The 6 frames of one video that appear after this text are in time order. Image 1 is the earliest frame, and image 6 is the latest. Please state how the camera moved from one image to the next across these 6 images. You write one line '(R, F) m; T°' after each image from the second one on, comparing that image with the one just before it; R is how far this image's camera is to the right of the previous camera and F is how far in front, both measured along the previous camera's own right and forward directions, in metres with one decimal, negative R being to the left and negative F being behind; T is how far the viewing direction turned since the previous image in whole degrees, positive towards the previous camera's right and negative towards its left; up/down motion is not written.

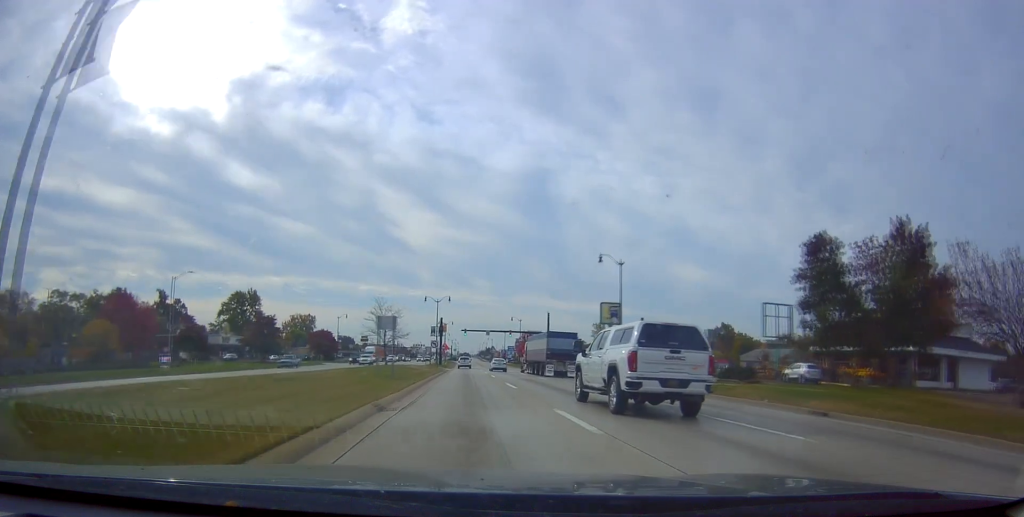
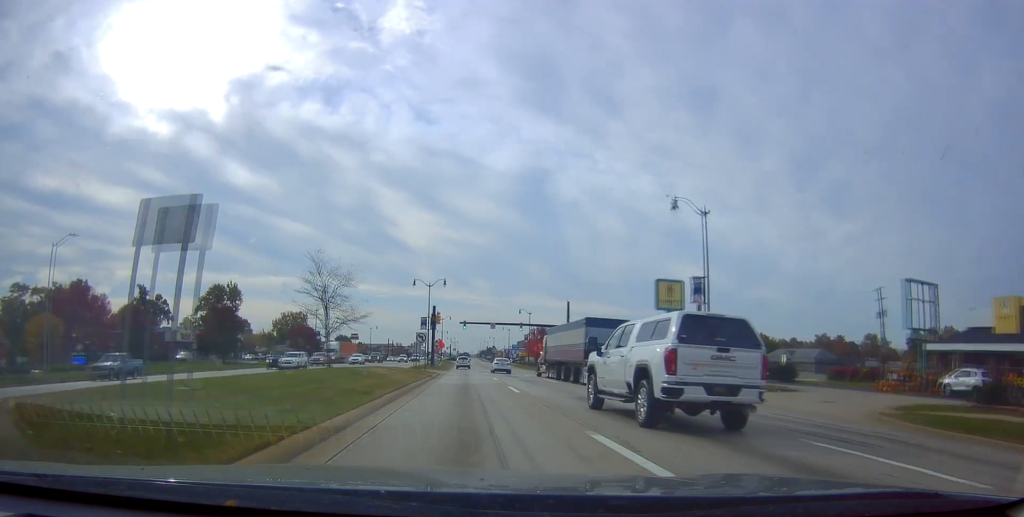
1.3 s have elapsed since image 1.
(-0.8, +19.8) m; -1°
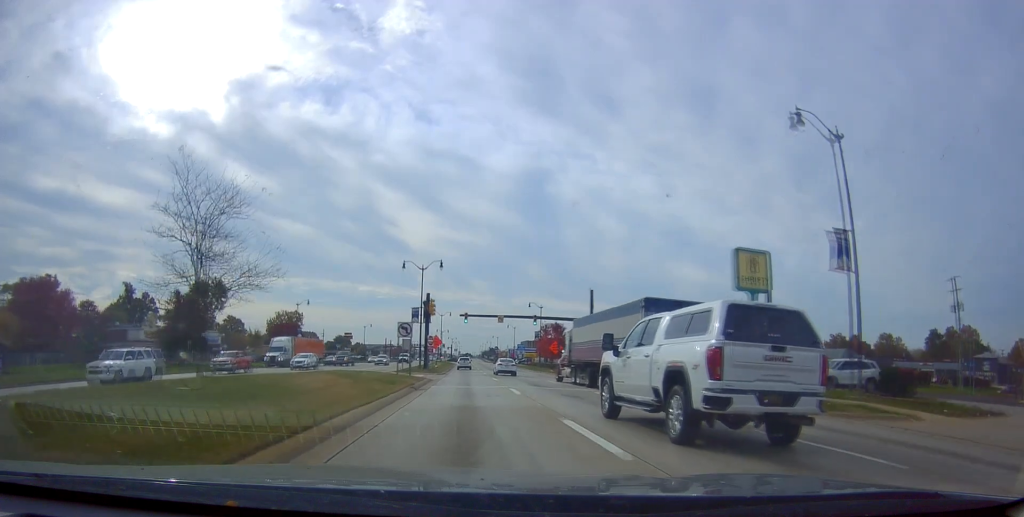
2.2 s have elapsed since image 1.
(+0.7, +14.1) m; +3°
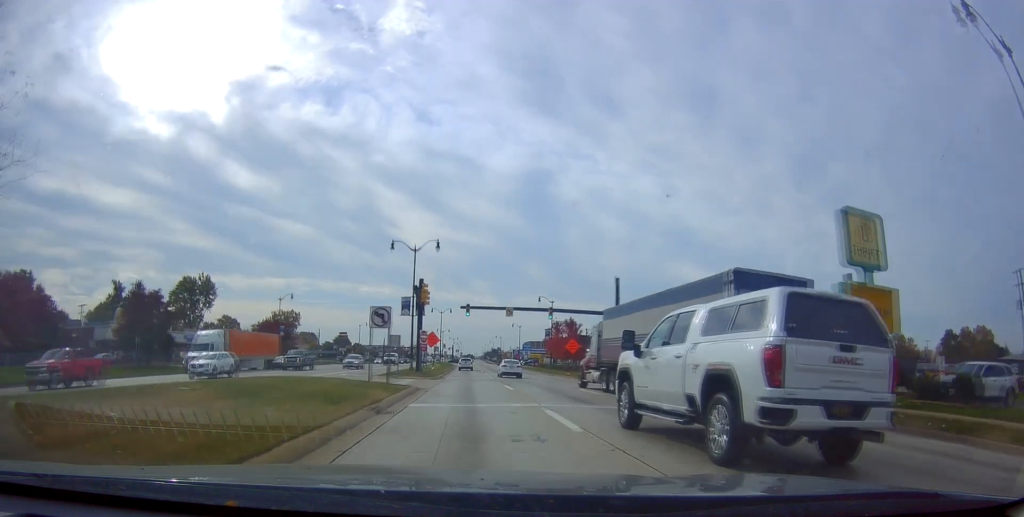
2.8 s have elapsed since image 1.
(0.0, +10.5) m; -1°
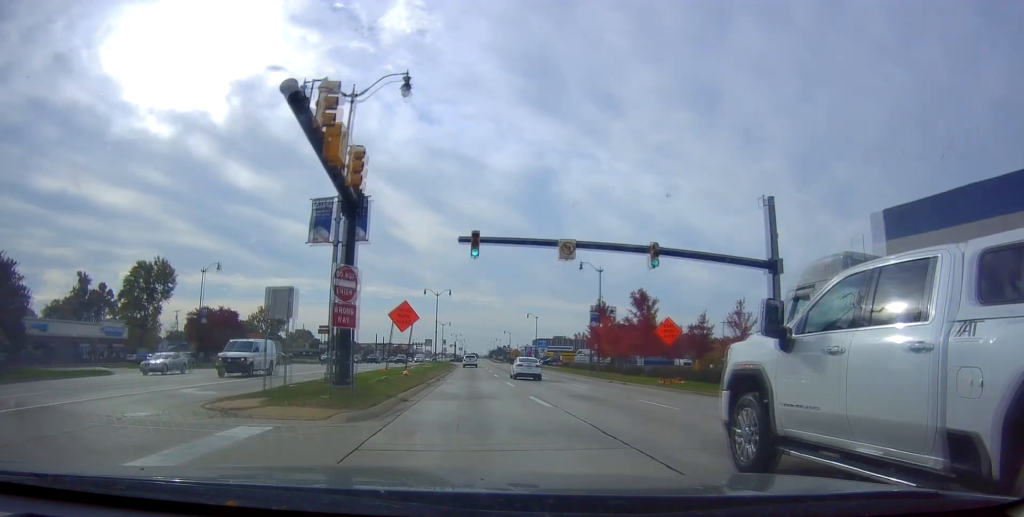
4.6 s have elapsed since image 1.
(-0.7, +28.9) m; -1°
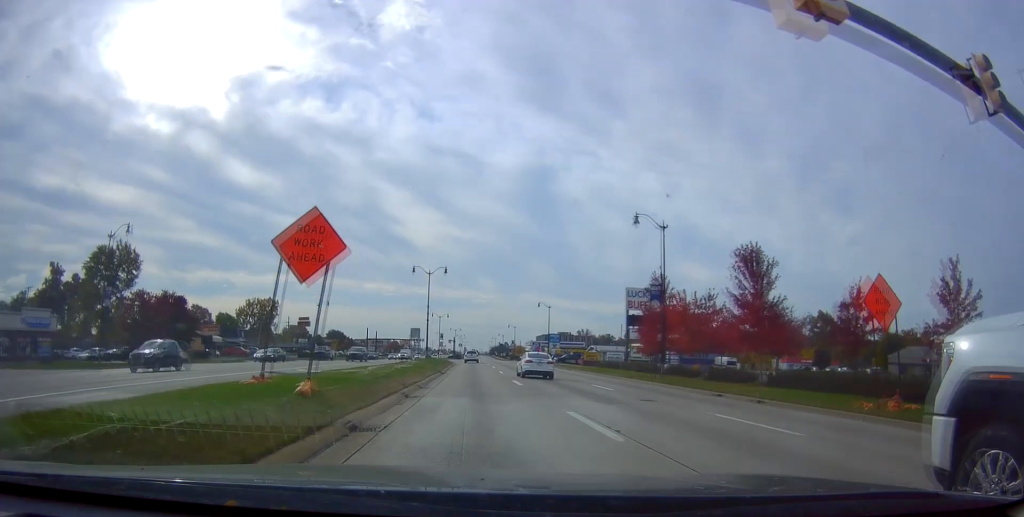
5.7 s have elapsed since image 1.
(+0.4, +19.0) m; +1°
